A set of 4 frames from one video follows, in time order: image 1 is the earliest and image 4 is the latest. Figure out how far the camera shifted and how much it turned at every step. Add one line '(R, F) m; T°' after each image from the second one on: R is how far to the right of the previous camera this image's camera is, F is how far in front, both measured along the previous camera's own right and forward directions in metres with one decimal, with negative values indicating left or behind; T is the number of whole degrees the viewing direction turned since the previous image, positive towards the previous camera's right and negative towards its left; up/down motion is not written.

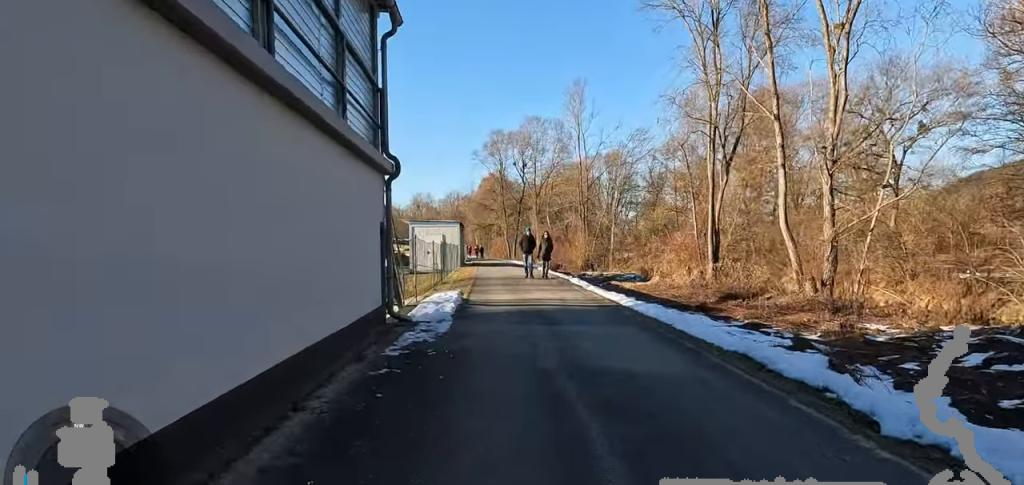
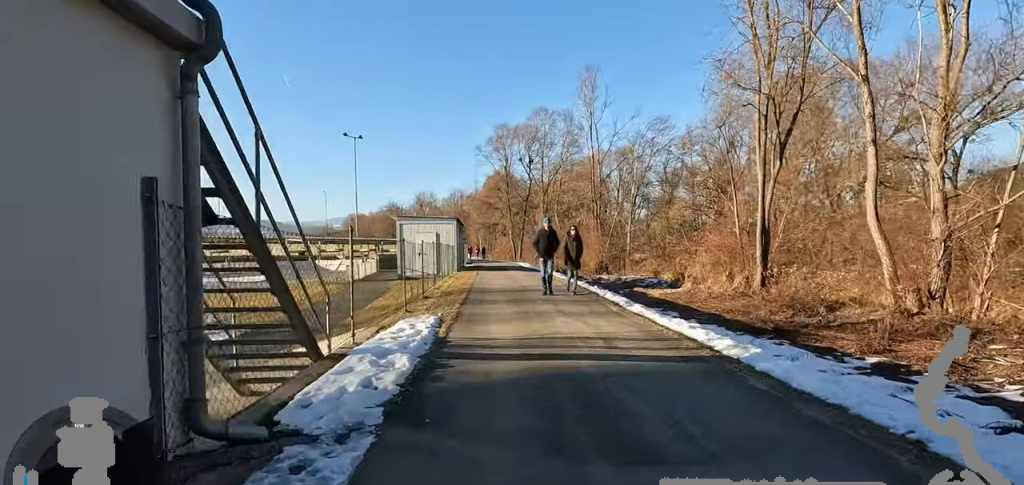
(-1.4, +4.8) m; -7°
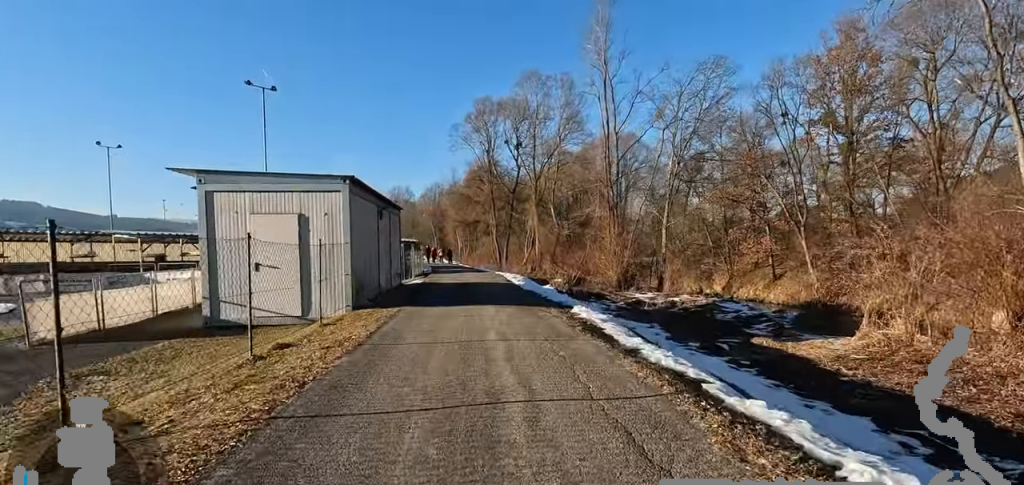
(+0.9, +15.9) m; +11°
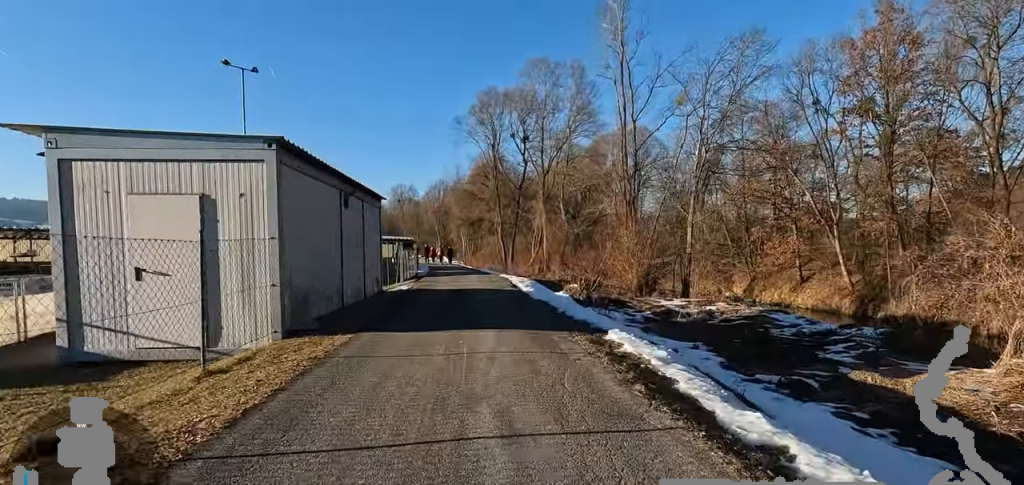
(+0.6, +3.8) m; -1°
